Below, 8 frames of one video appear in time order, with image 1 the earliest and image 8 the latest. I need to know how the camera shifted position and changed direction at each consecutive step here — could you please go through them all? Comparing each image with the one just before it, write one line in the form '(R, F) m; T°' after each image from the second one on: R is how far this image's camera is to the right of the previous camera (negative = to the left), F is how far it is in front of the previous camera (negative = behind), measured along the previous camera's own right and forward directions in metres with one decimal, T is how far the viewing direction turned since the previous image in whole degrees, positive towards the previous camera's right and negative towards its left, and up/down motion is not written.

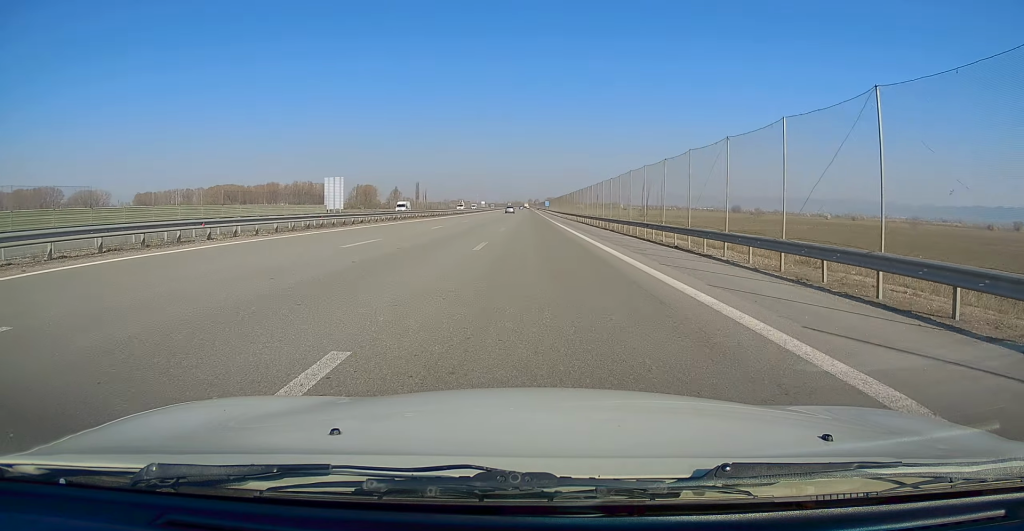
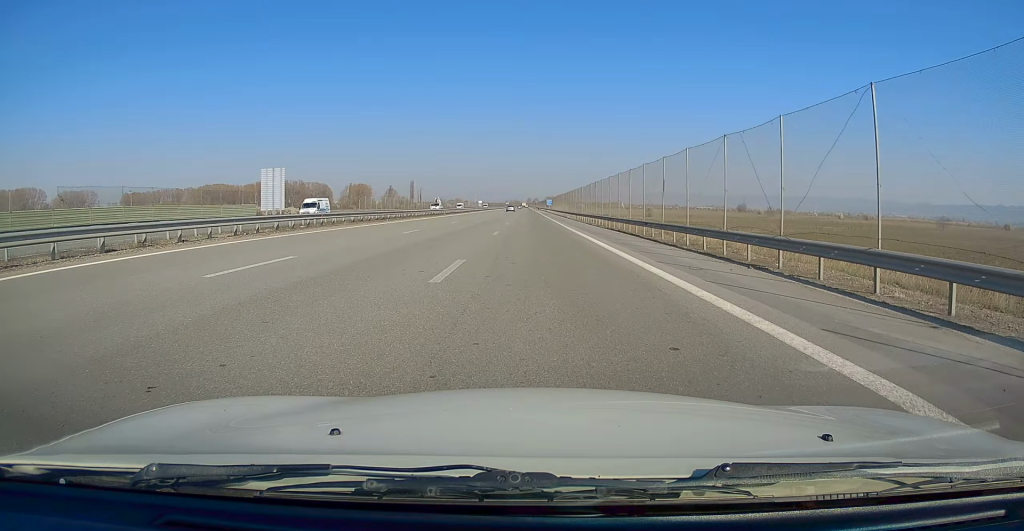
(-0.1, +23.8) m; 0°
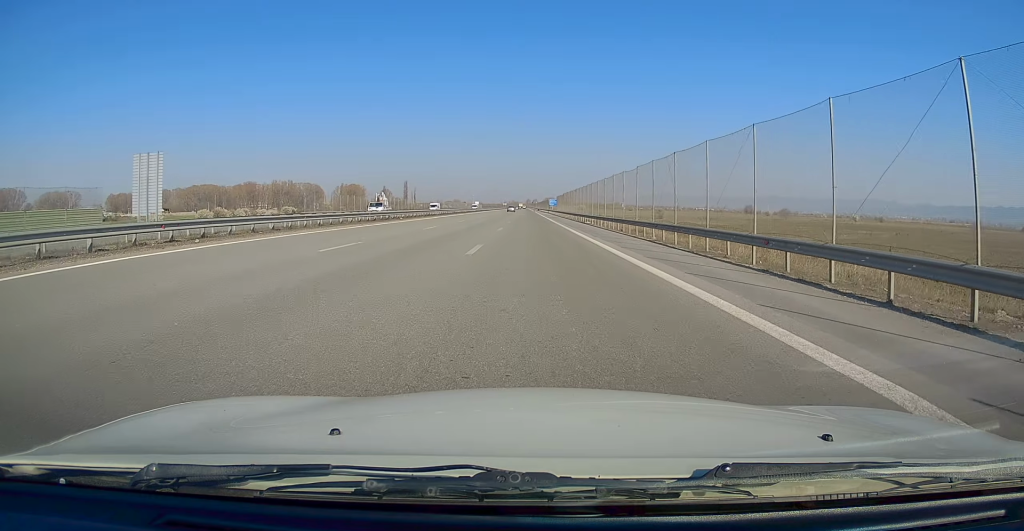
(+0.1, +26.4) m; 0°
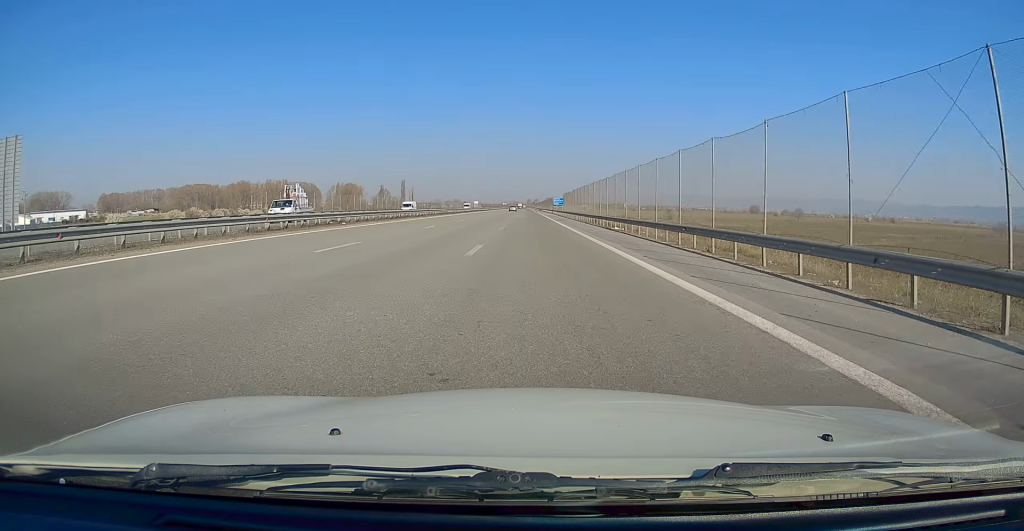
(-0.1, +16.6) m; 0°
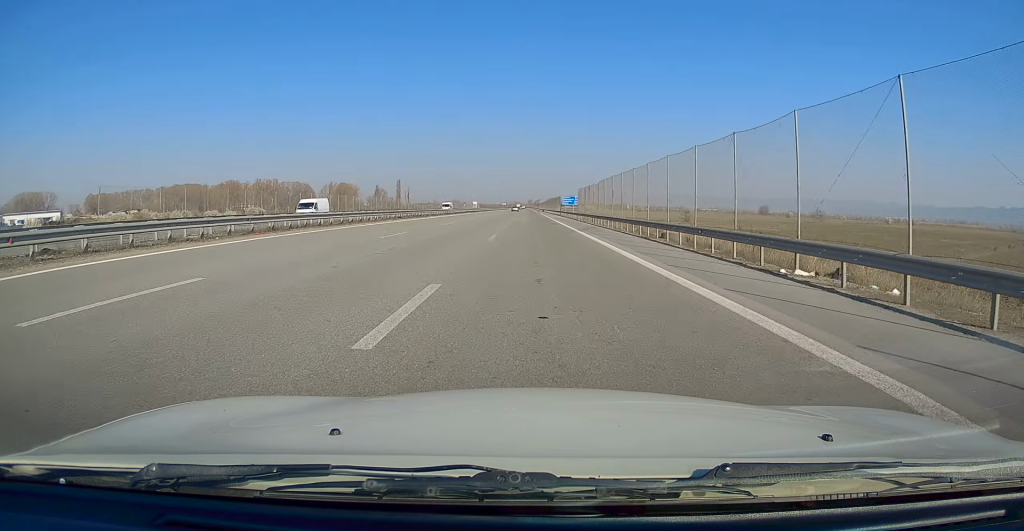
(0.0, +25.8) m; 0°
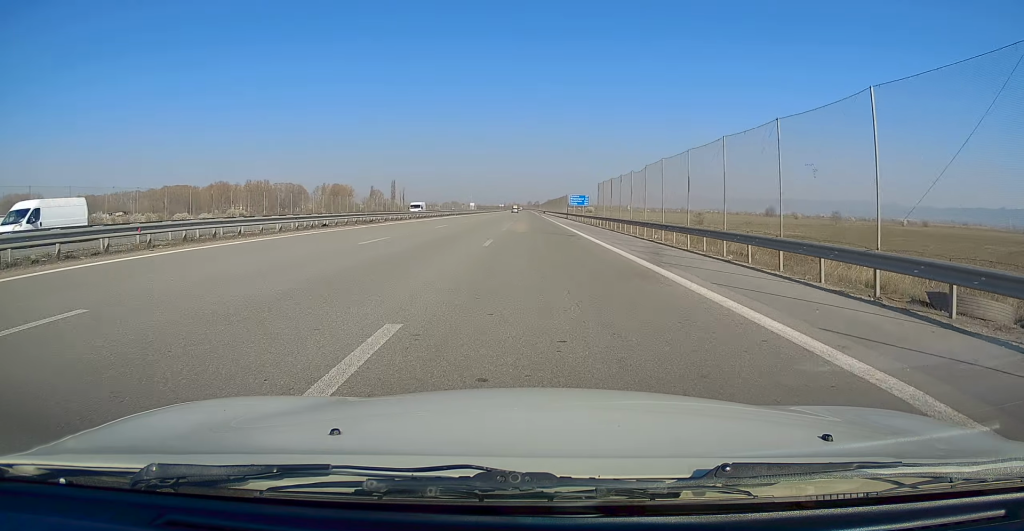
(+0.1, +19.2) m; 0°
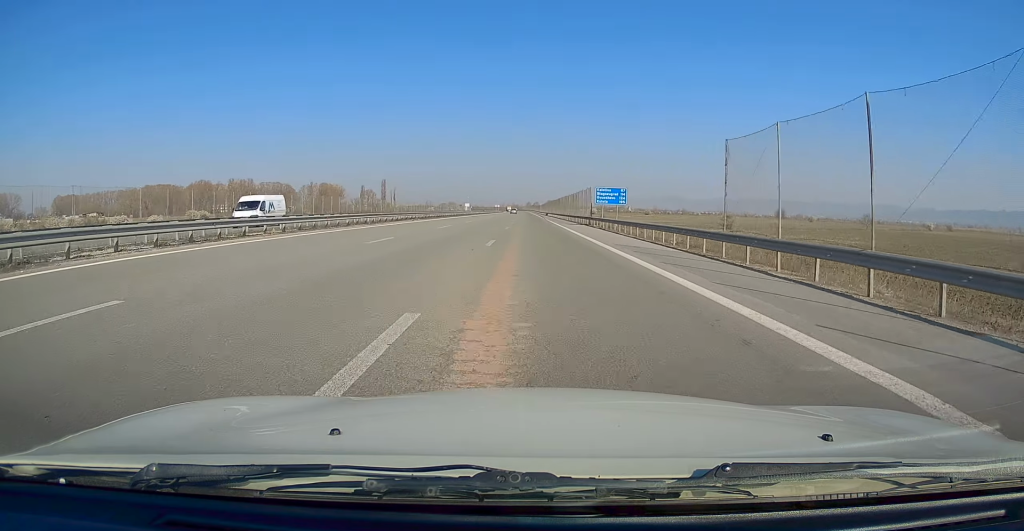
(-0.2, +31.7) m; 0°
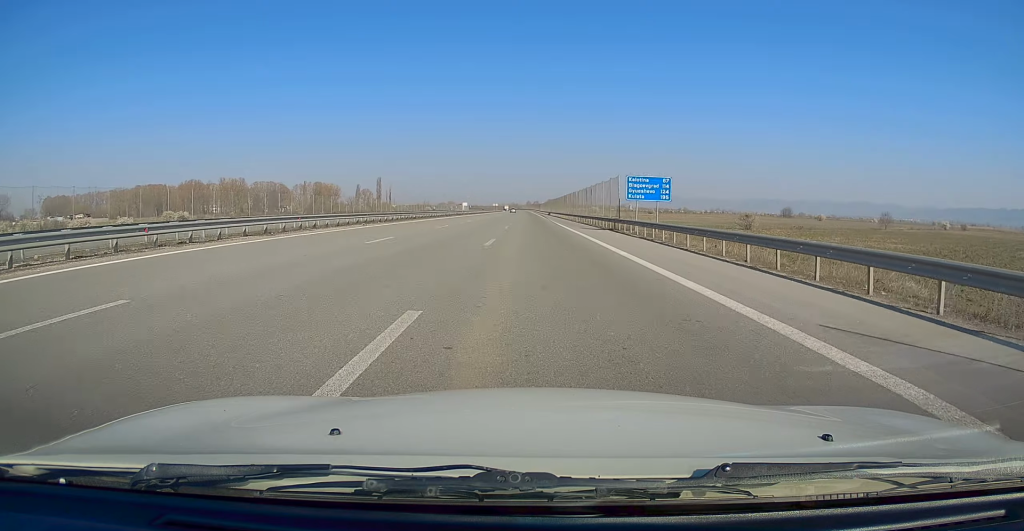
(0.0, +15.8) m; 0°
